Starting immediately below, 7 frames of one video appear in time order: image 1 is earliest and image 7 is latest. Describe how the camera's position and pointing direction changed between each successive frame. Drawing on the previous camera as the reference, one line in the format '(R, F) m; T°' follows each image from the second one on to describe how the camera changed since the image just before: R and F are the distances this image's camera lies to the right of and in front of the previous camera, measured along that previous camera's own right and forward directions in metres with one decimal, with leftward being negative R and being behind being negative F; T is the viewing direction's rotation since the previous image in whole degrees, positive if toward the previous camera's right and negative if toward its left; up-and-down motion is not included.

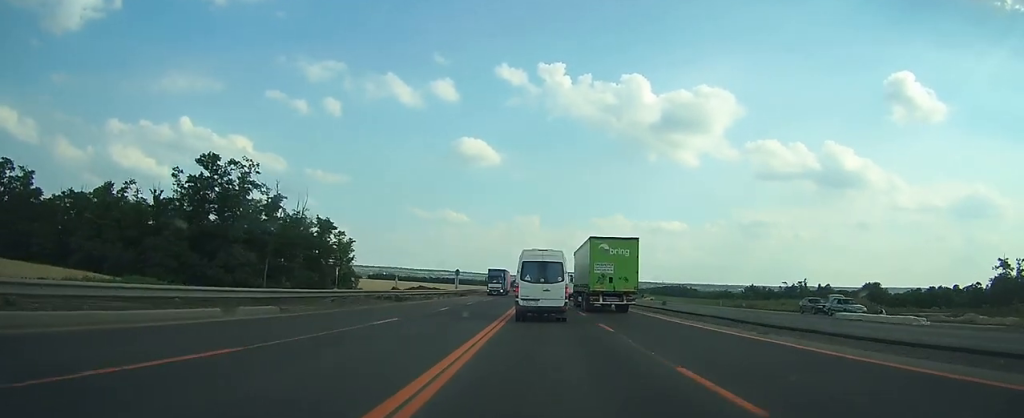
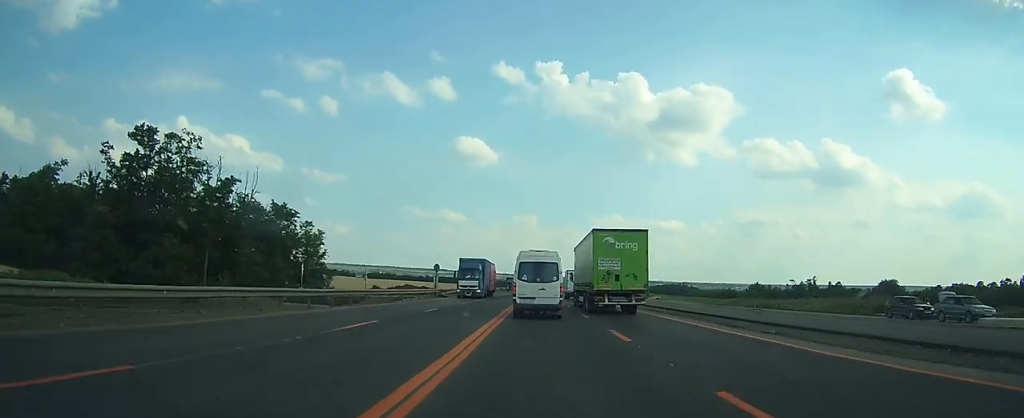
(0.0, +14.1) m; 0°
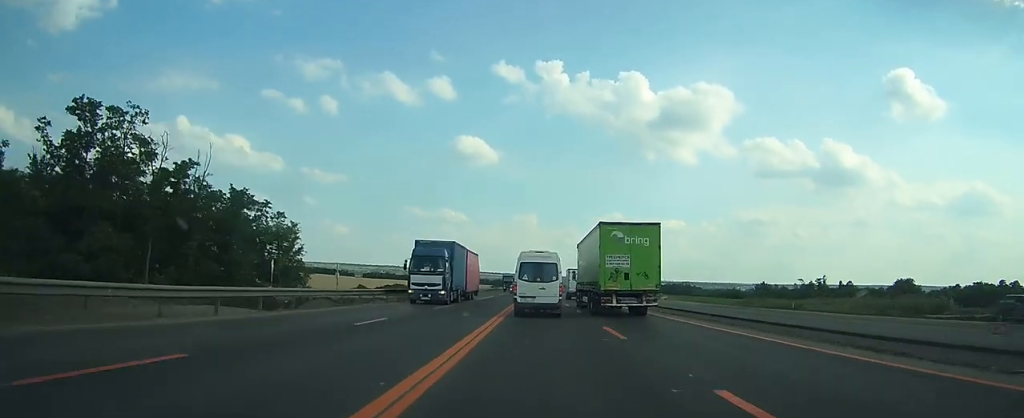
(0.0, +10.5) m; 0°
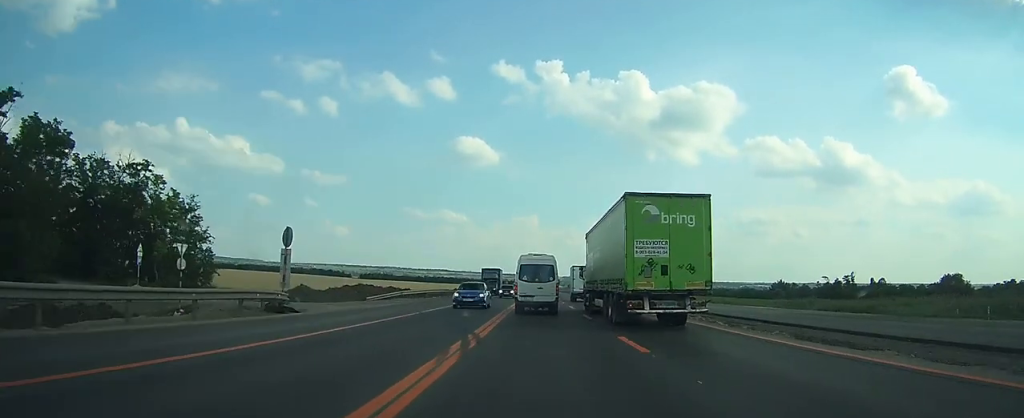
(+0.2, +27.8) m; 0°
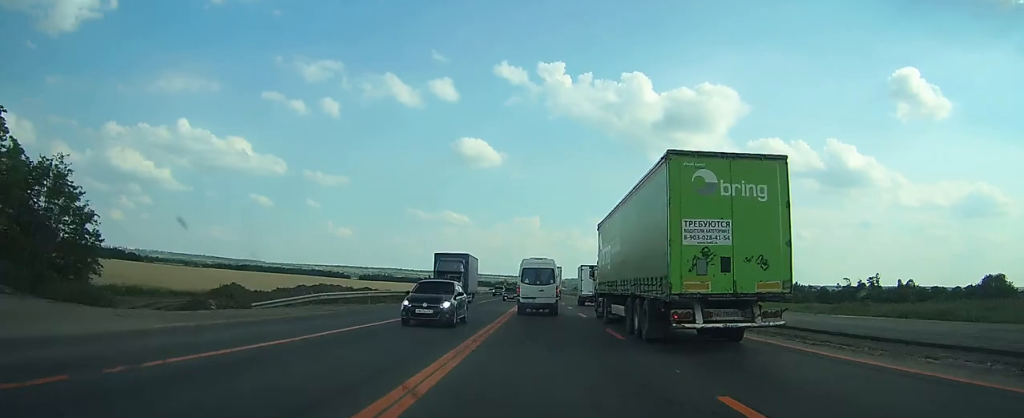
(-0.1, +19.9) m; 0°
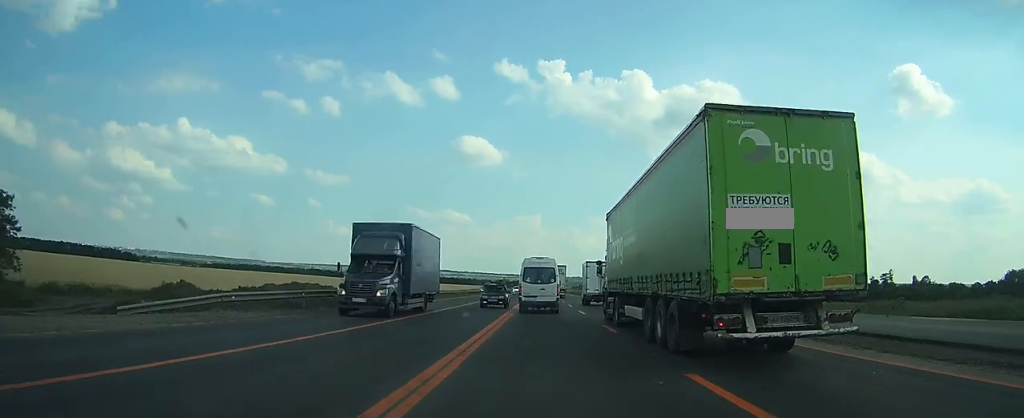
(0.0, +10.0) m; 0°
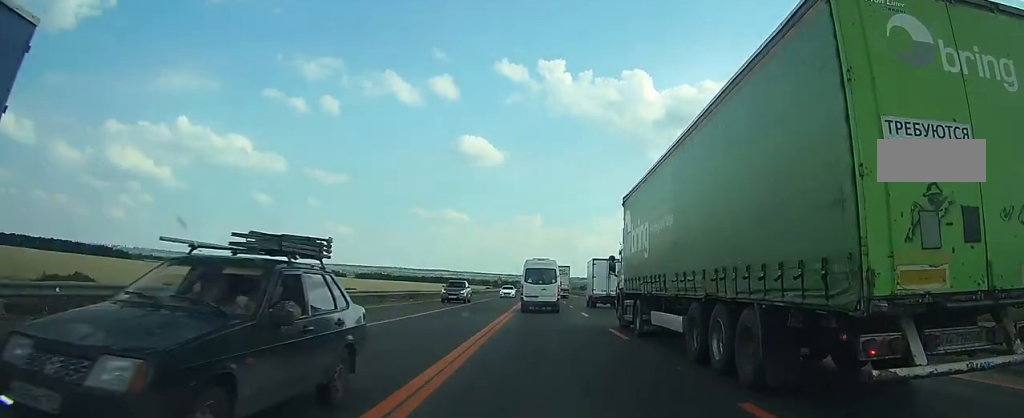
(-0.1, +14.1) m; 0°
